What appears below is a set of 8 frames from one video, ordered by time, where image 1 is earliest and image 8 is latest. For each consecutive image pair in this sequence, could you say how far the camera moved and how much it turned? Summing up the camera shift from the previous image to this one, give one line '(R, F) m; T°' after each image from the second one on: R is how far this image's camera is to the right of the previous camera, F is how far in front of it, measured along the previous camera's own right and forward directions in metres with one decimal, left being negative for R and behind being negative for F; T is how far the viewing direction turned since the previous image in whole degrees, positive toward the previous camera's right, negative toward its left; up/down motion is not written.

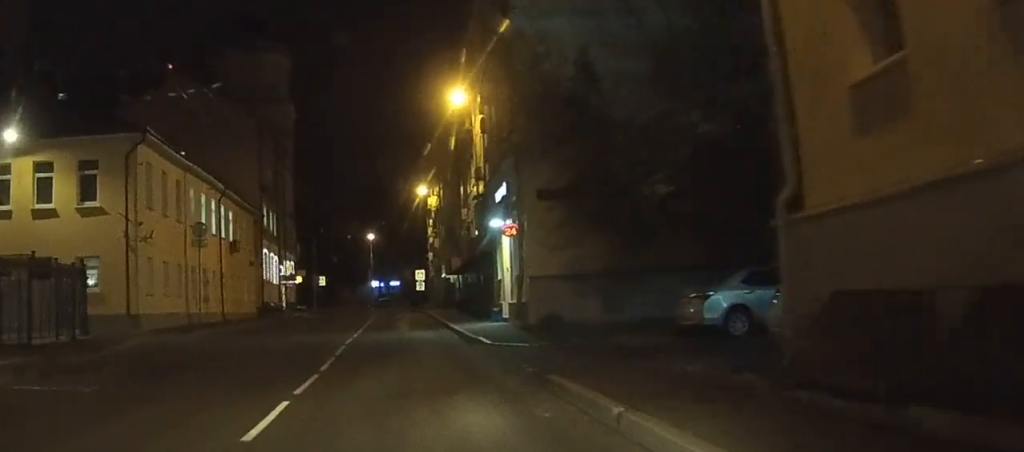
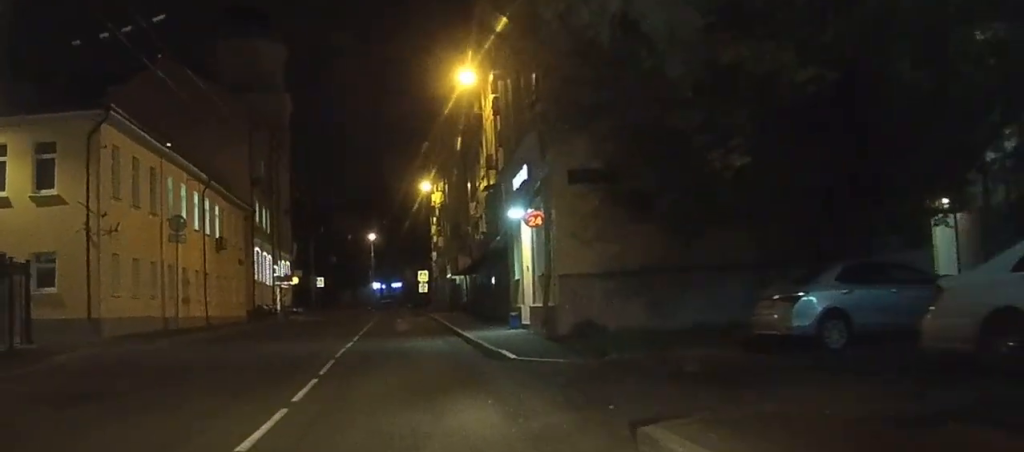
(+0.2, +4.8) m; -3°
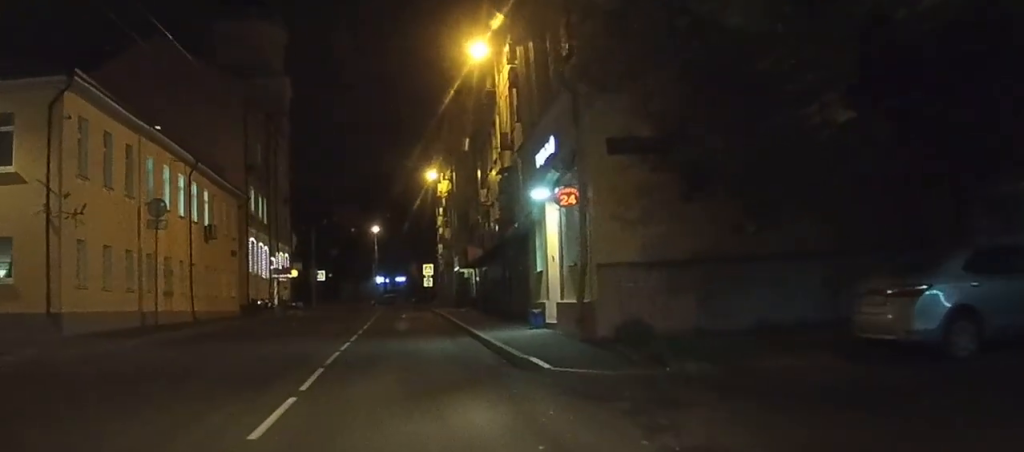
(-0.5, +4.0) m; -4°
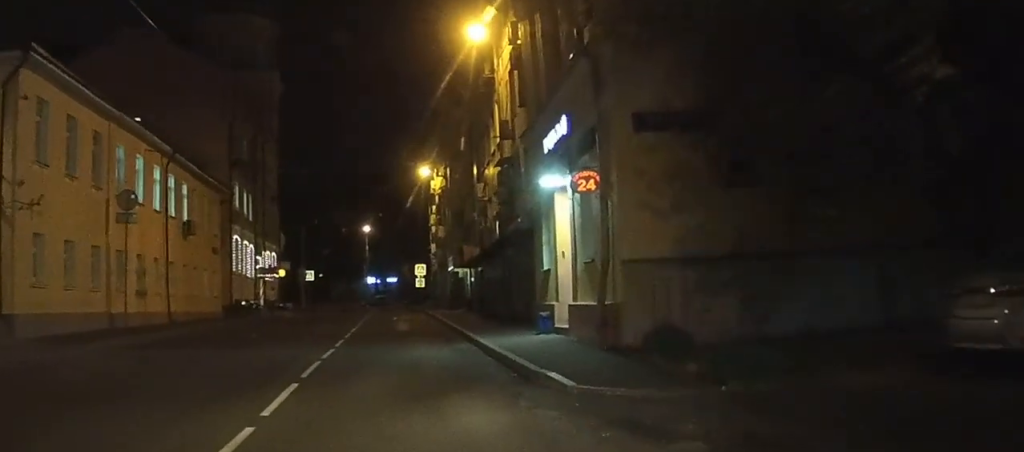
(+0.1, +2.8) m; +5°
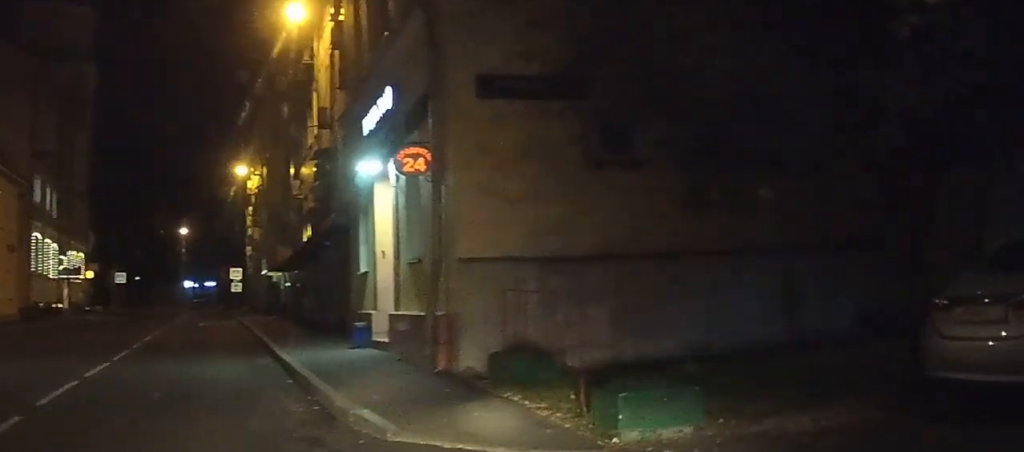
(+0.5, +3.9) m; +19°
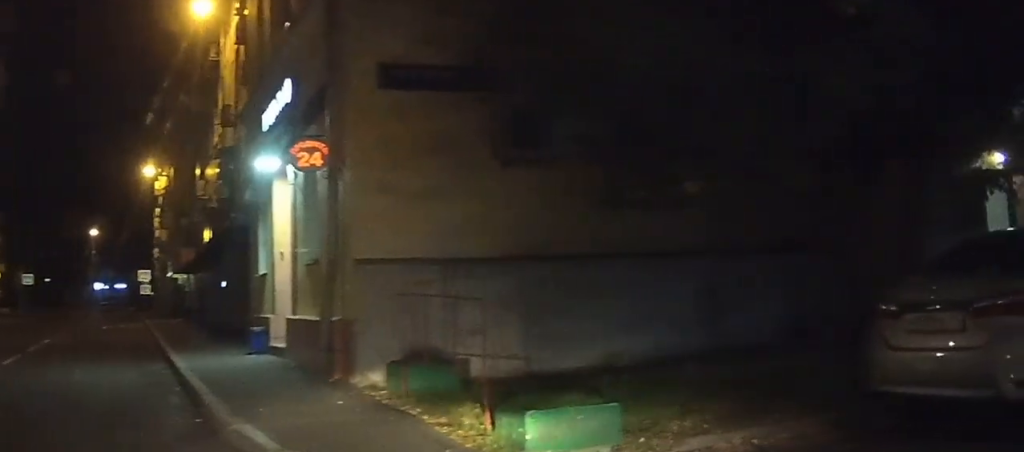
(+0.1, +0.8) m; +2°
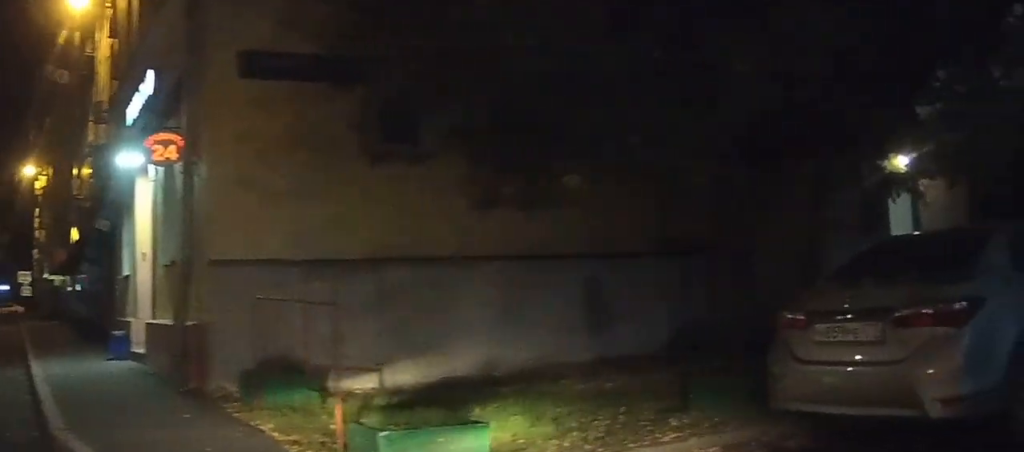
(+0.1, +0.8) m; +1°
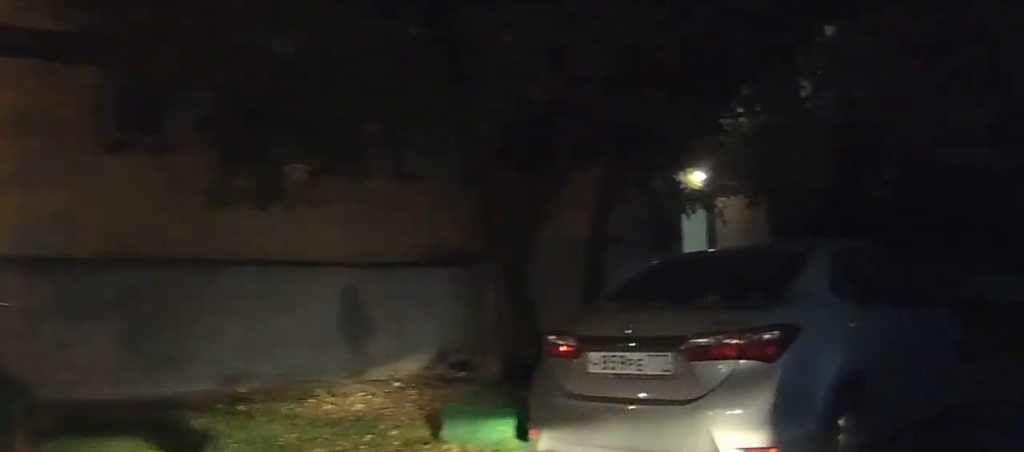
(-0.1, +1.1) m; +5°
